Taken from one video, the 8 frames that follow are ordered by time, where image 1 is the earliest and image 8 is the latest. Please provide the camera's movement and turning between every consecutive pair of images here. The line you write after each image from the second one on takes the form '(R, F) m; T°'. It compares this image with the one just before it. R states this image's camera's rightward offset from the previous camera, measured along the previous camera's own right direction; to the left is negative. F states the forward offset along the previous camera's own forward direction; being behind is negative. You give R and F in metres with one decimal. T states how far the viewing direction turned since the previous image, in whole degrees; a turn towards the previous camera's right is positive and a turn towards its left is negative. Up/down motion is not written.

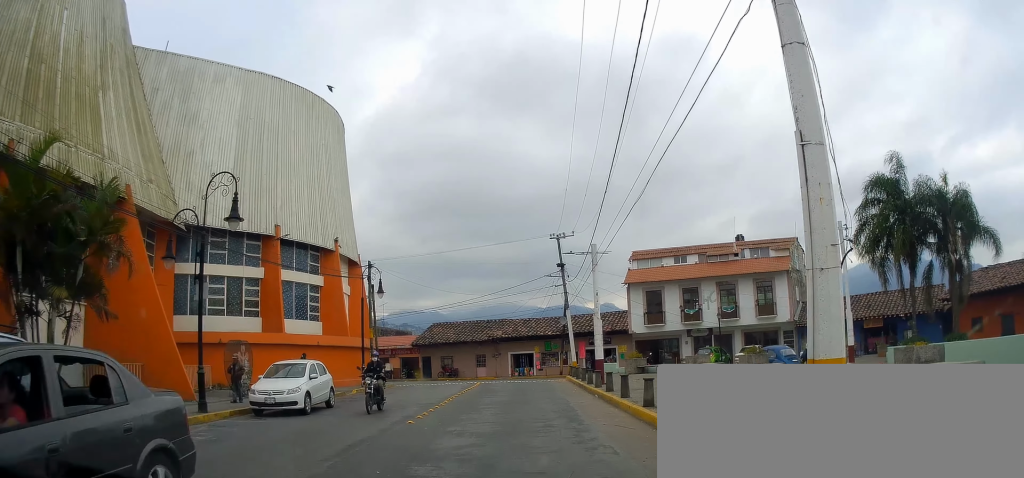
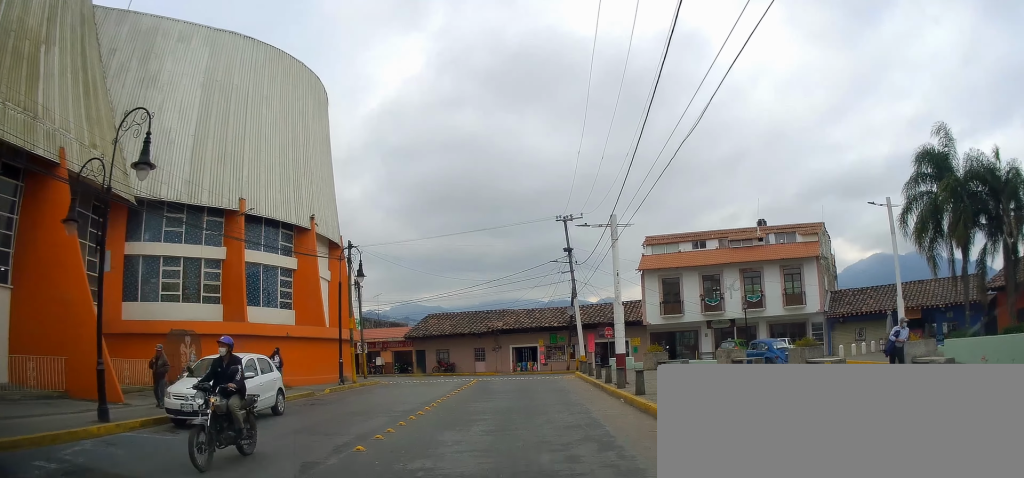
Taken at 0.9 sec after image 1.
(-0.1, +3.3) m; -1°
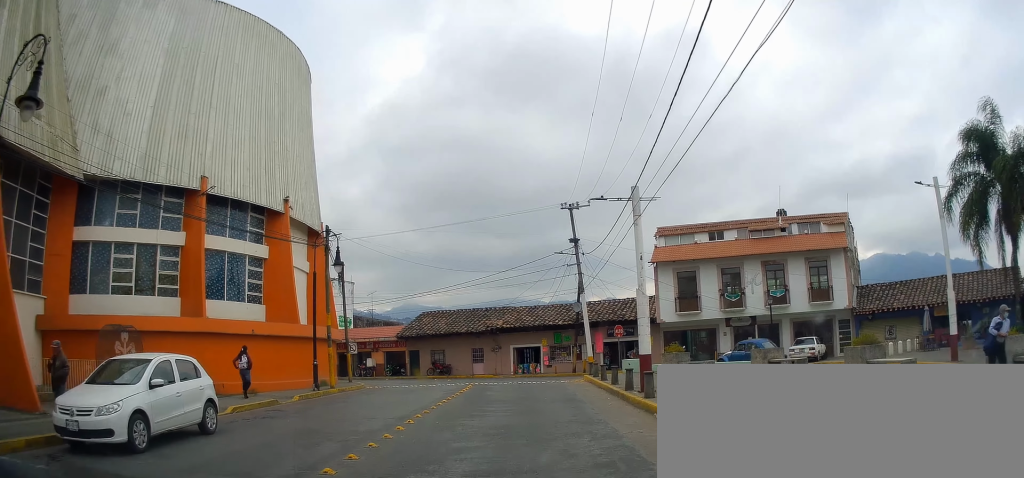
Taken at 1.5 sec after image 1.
(-0.1, +3.2) m; +2°
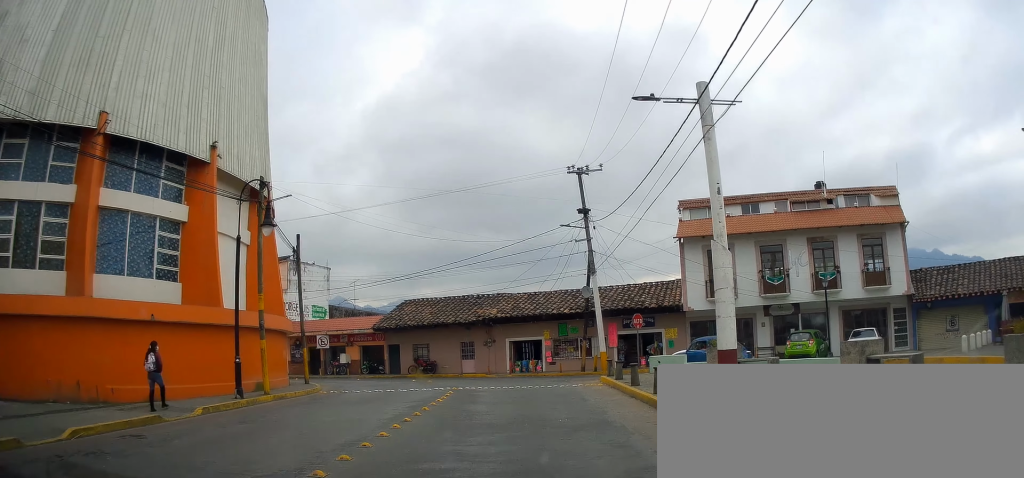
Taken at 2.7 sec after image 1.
(+0.3, +6.7) m; 0°
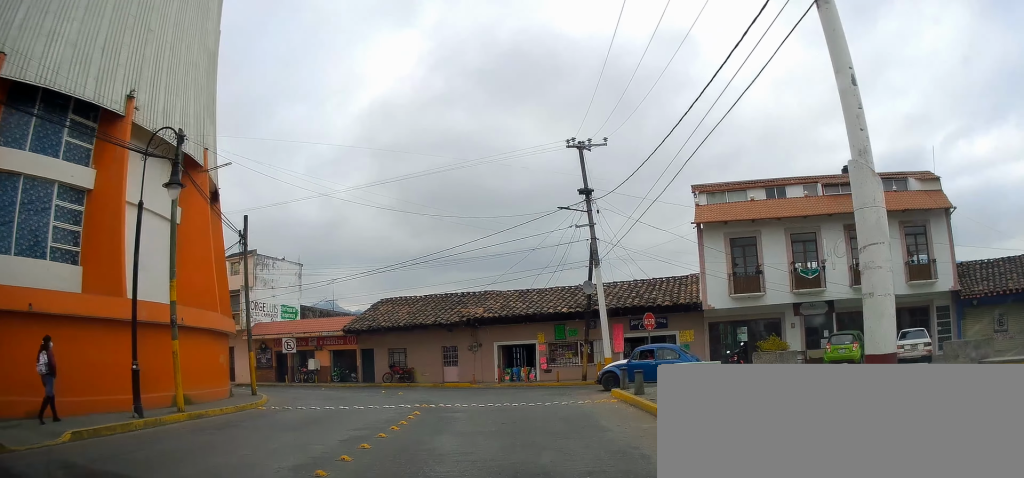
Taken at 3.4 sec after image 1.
(-0.4, +4.7) m; 0°
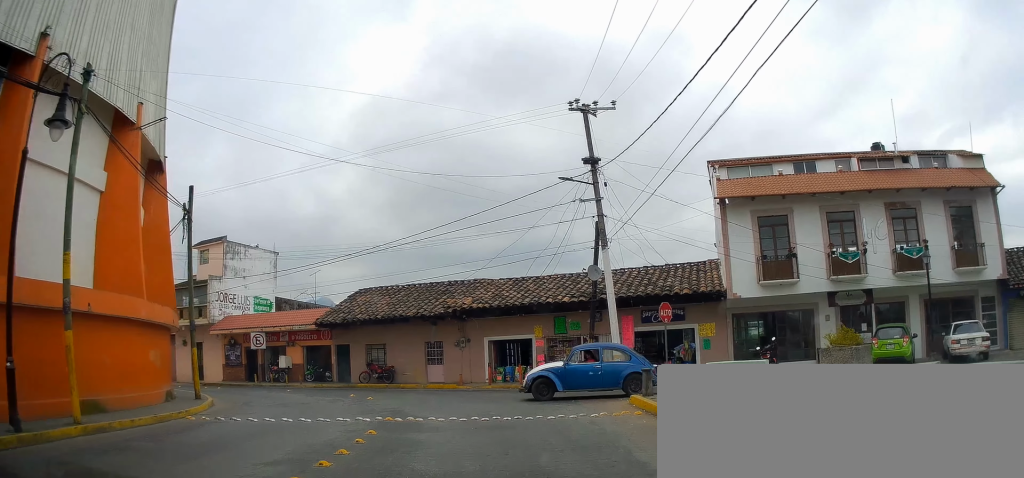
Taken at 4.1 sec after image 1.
(+0.3, +4.2) m; 0°
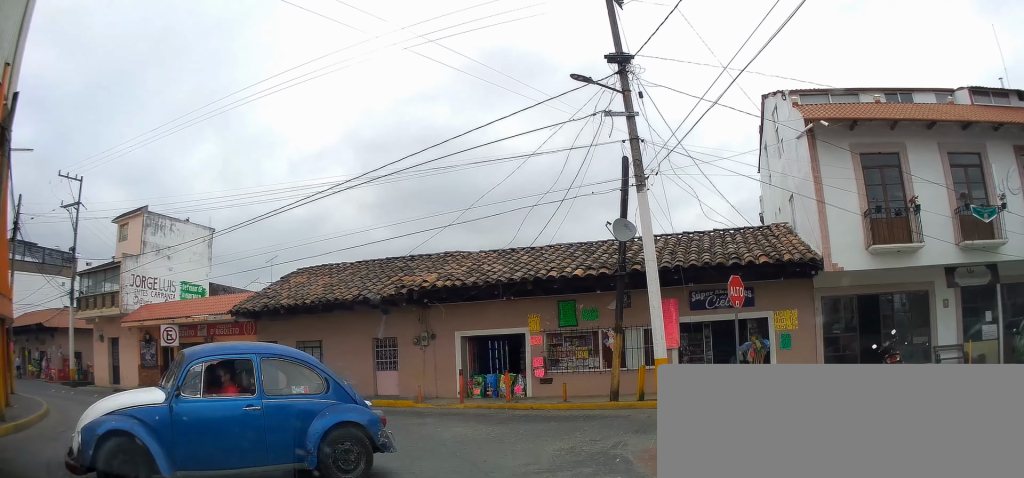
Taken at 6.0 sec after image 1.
(-0.2, +10.1) m; +3°
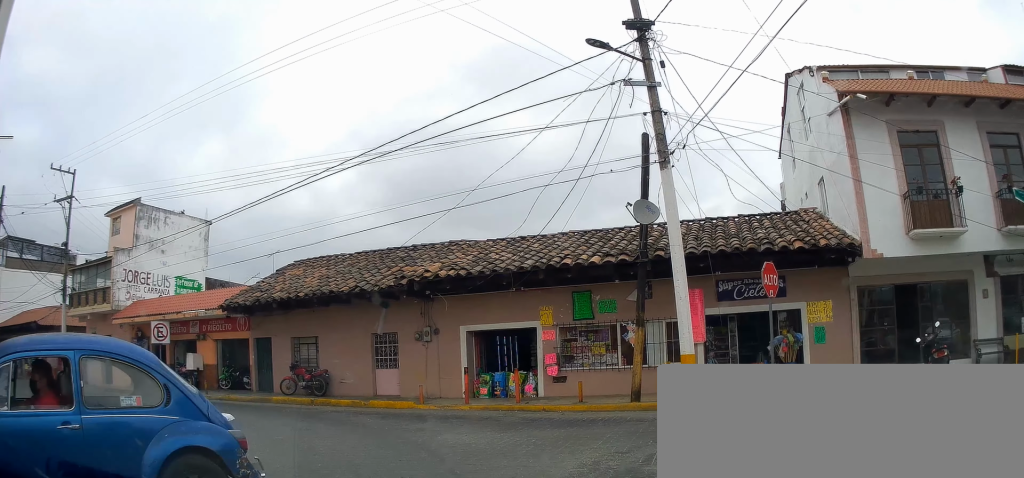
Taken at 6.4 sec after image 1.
(+0.1, +2.3) m; +3°
